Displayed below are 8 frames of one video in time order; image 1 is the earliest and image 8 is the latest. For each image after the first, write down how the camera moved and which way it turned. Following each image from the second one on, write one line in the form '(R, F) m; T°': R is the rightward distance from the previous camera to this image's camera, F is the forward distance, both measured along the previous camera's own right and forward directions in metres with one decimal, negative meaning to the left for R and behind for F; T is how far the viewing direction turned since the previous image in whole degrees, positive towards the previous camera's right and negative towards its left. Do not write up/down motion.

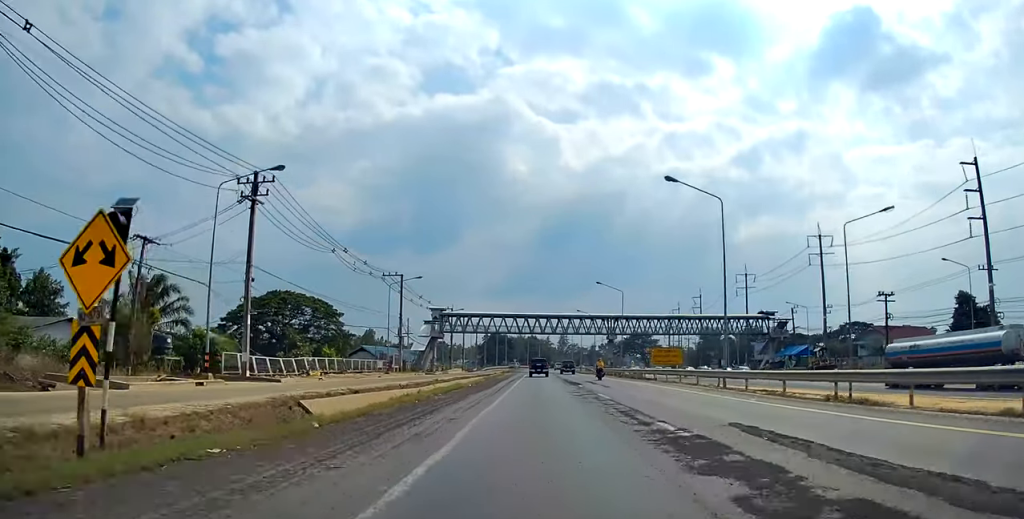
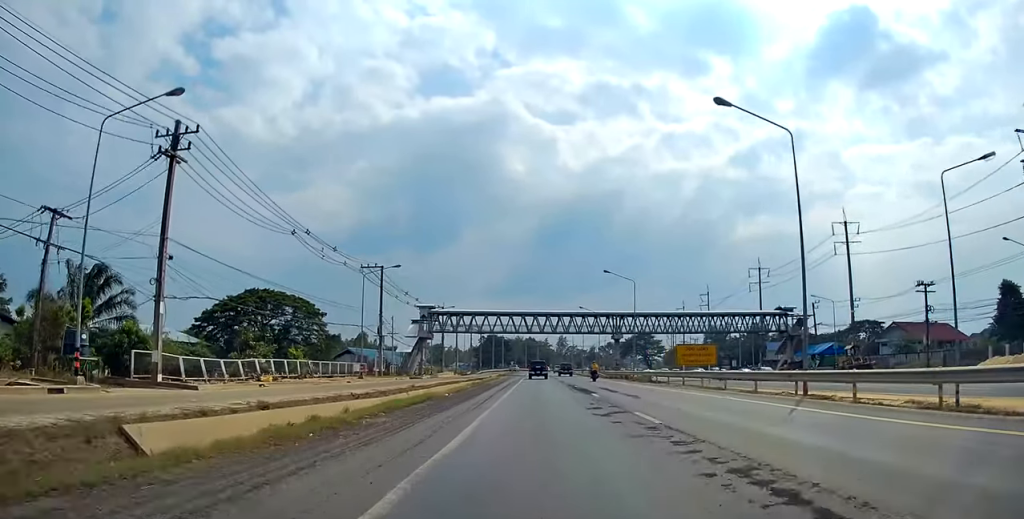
(-0.5, +9.1) m; 0°
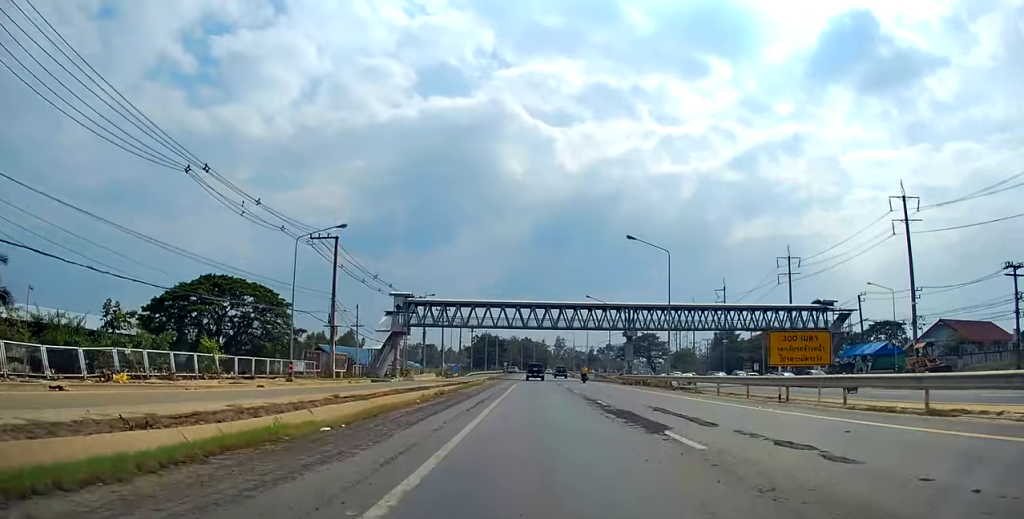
(+0.4, +15.5) m; +2°
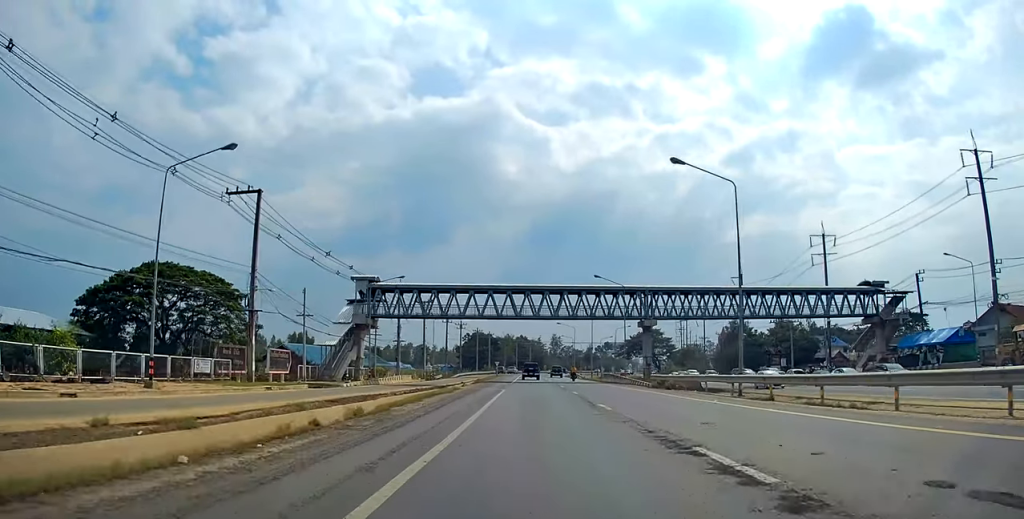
(+0.3, +15.3) m; +1°
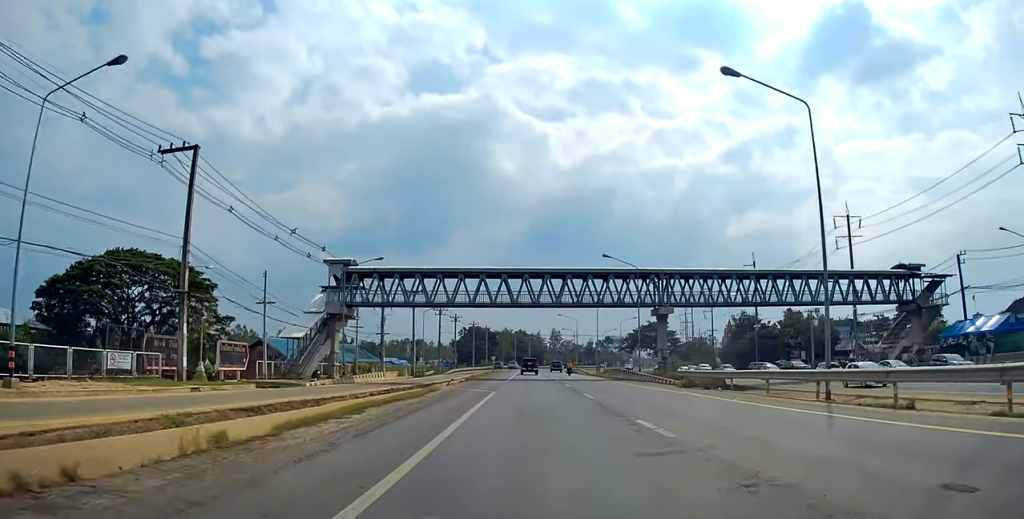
(0.0, +7.8) m; 0°
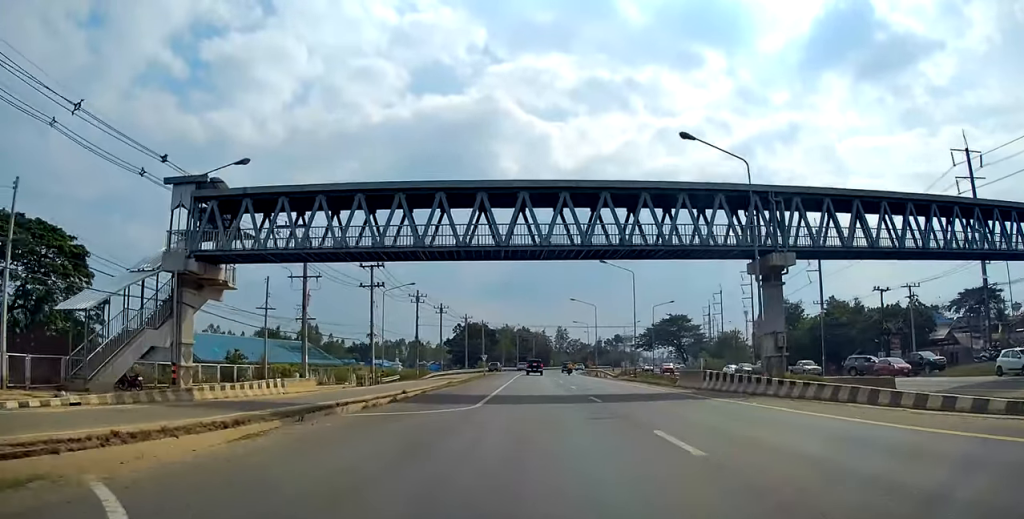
(-1.1, +26.1) m; -3°
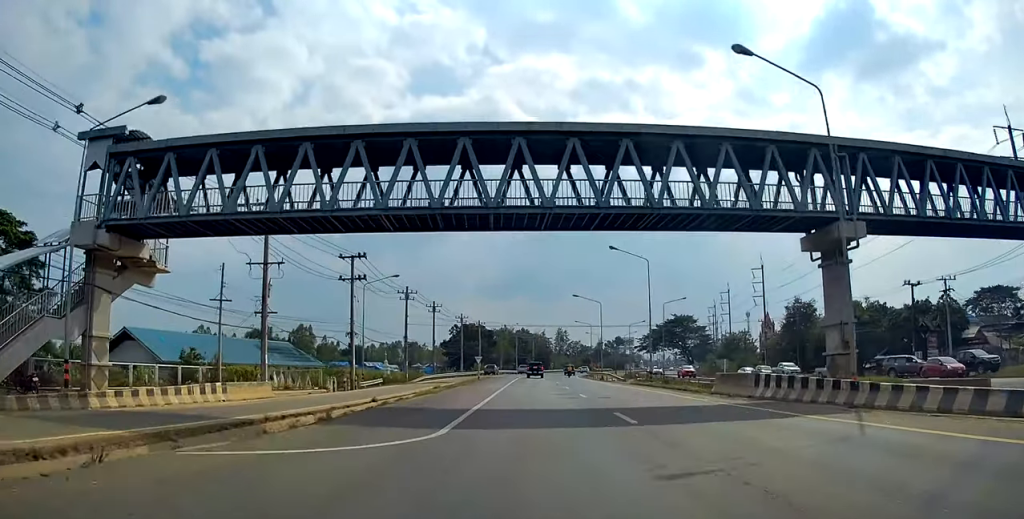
(-0.1, +6.8) m; 0°
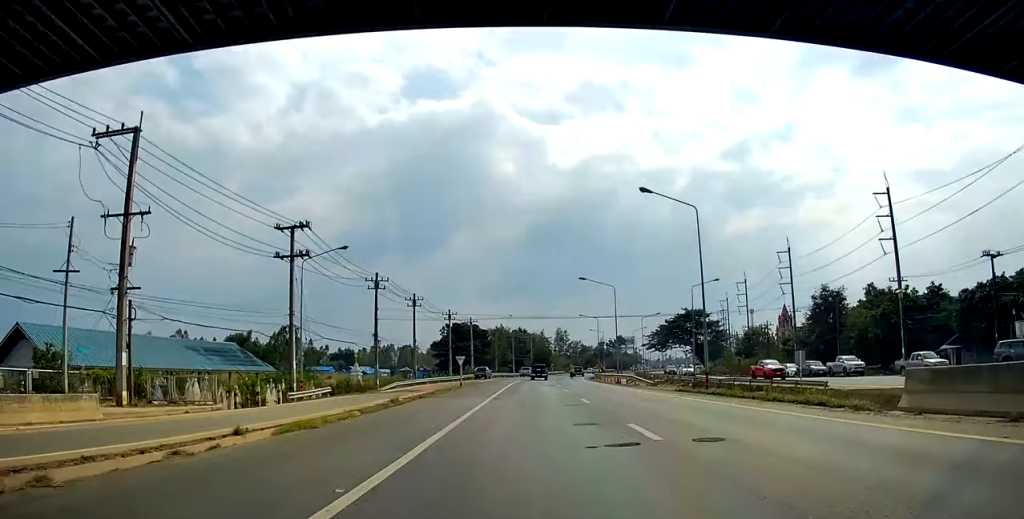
(+0.6, +14.8) m; +2°
